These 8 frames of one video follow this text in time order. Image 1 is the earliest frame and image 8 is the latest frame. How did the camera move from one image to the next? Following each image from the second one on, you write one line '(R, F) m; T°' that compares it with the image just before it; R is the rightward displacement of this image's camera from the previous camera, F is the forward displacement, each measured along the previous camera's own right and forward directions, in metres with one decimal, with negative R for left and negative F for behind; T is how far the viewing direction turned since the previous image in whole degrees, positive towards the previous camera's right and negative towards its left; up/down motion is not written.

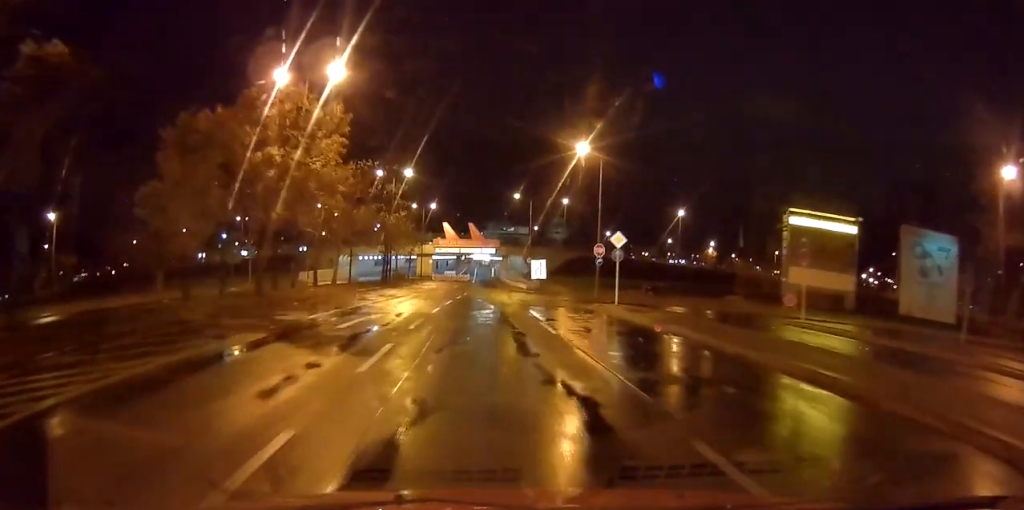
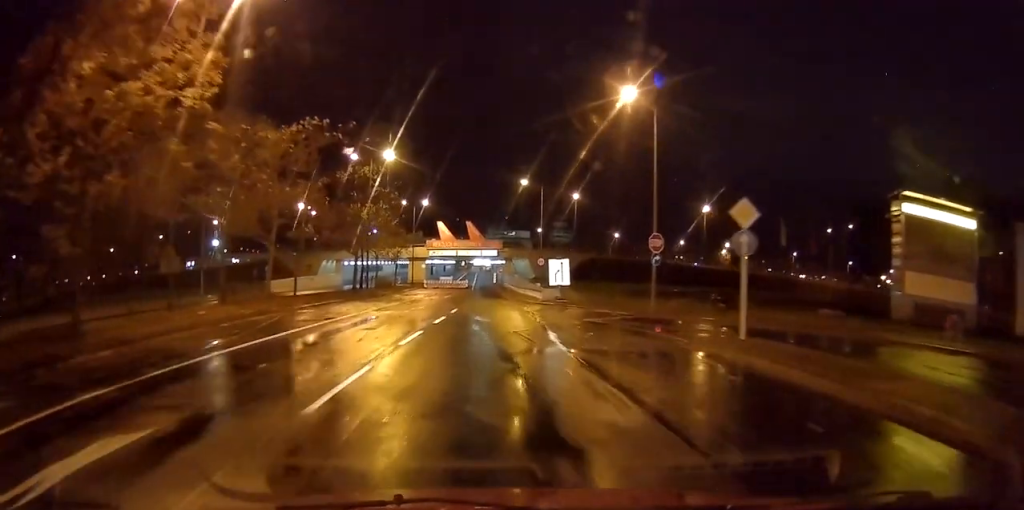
(0.0, +13.5) m; 0°
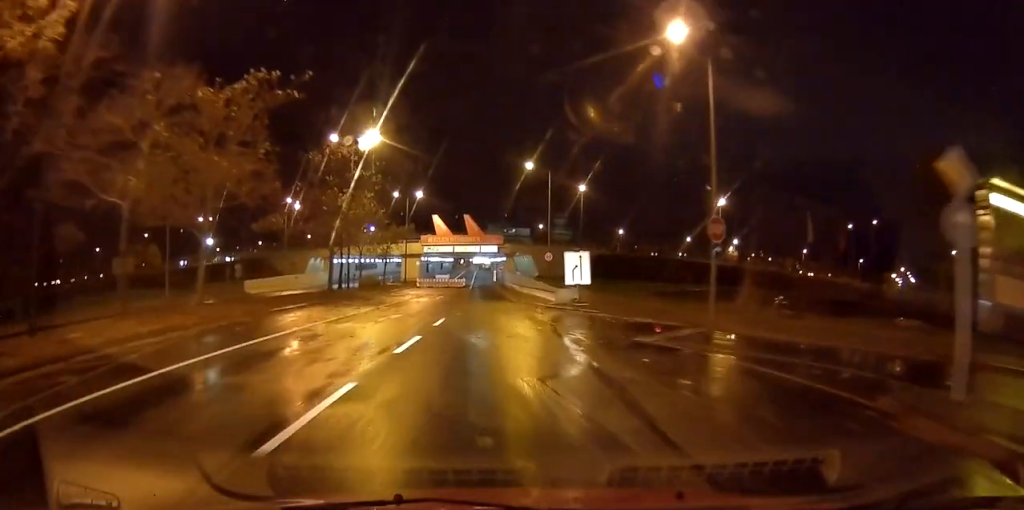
(0.0, +7.5) m; 0°
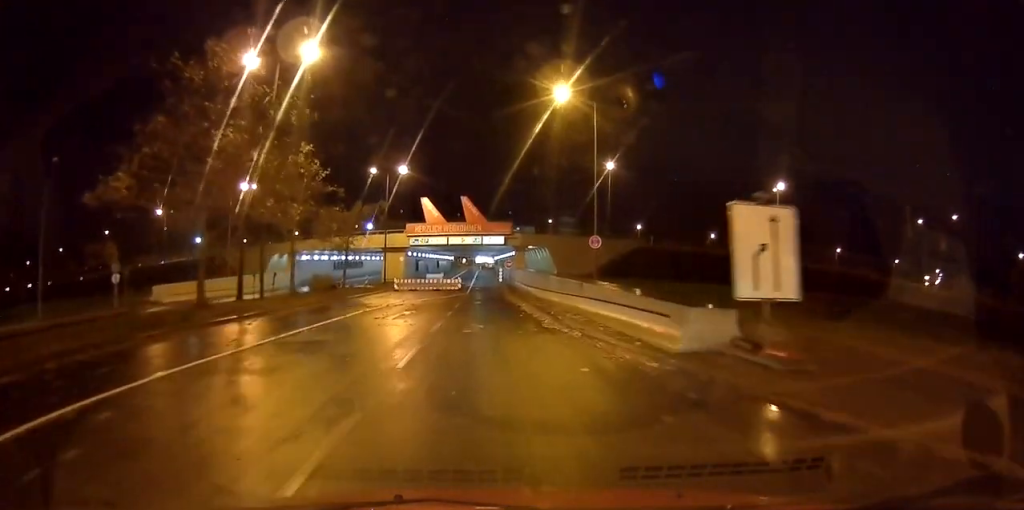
(-0.3, +20.1) m; 0°
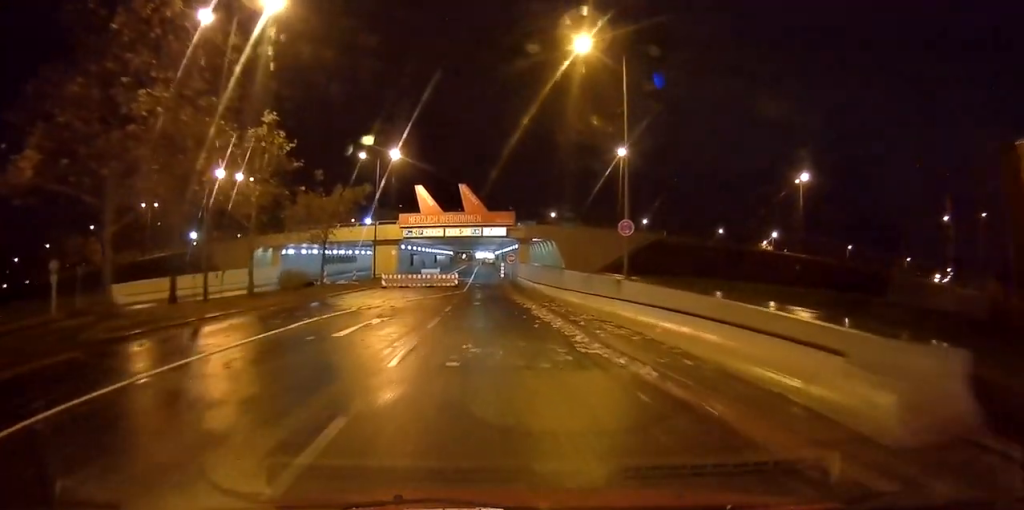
(+0.1, +6.4) m; 0°
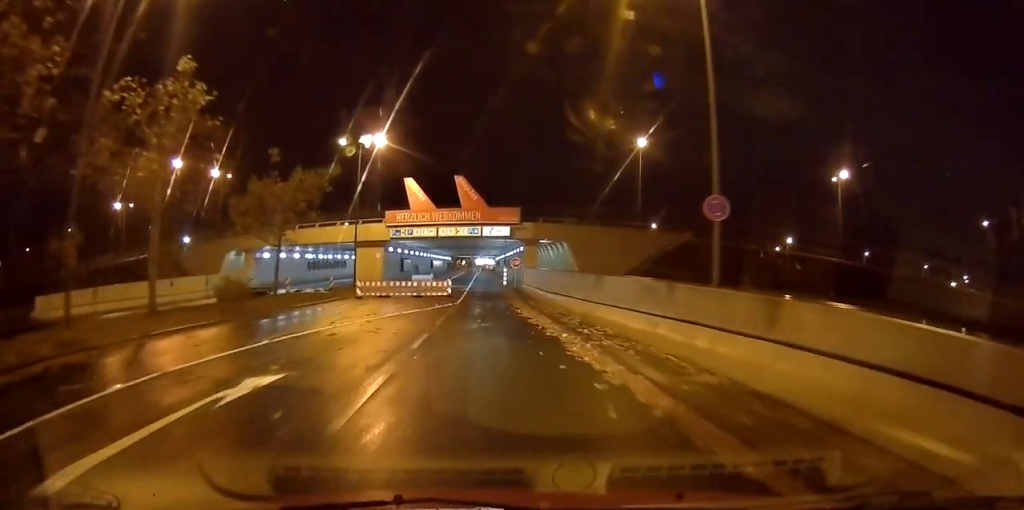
(-0.1, +9.4) m; 0°
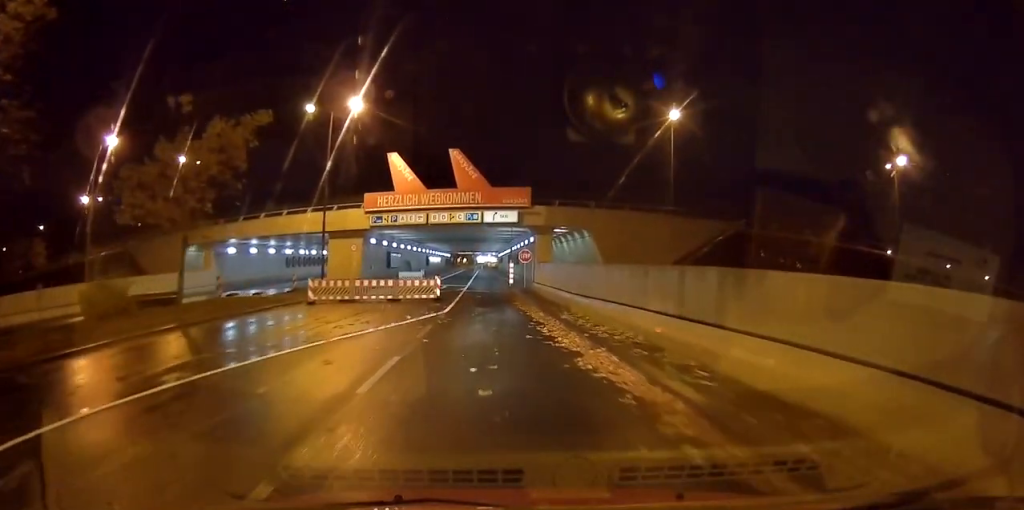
(+0.1, +11.1) m; -1°
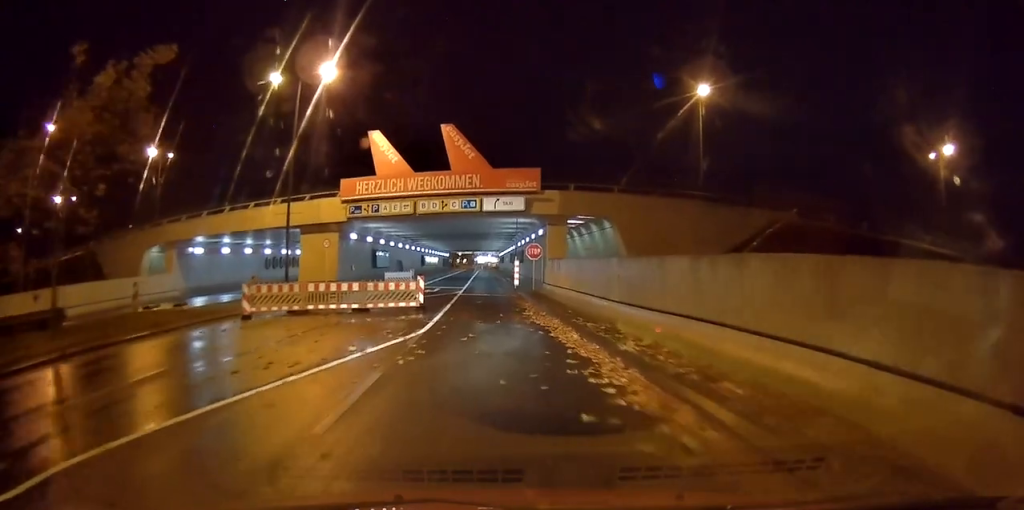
(-0.3, +8.1) m; -1°
